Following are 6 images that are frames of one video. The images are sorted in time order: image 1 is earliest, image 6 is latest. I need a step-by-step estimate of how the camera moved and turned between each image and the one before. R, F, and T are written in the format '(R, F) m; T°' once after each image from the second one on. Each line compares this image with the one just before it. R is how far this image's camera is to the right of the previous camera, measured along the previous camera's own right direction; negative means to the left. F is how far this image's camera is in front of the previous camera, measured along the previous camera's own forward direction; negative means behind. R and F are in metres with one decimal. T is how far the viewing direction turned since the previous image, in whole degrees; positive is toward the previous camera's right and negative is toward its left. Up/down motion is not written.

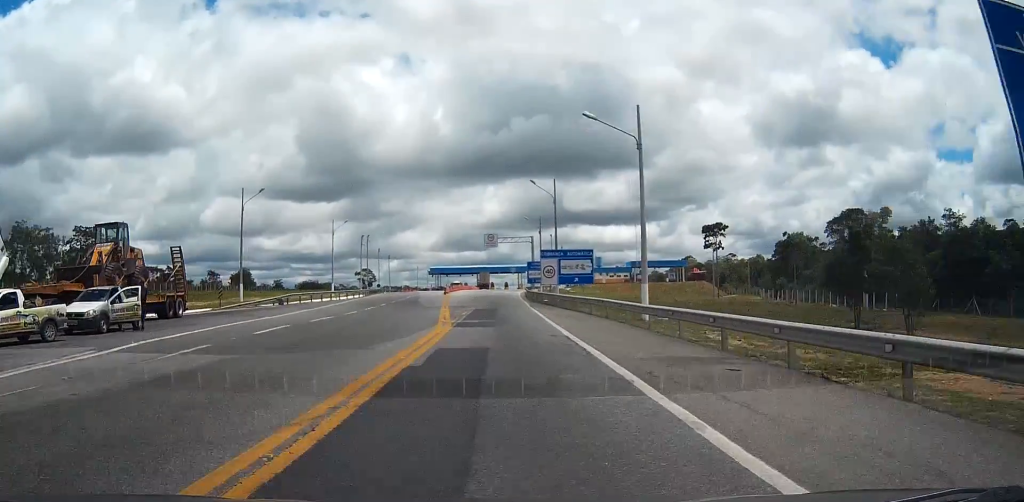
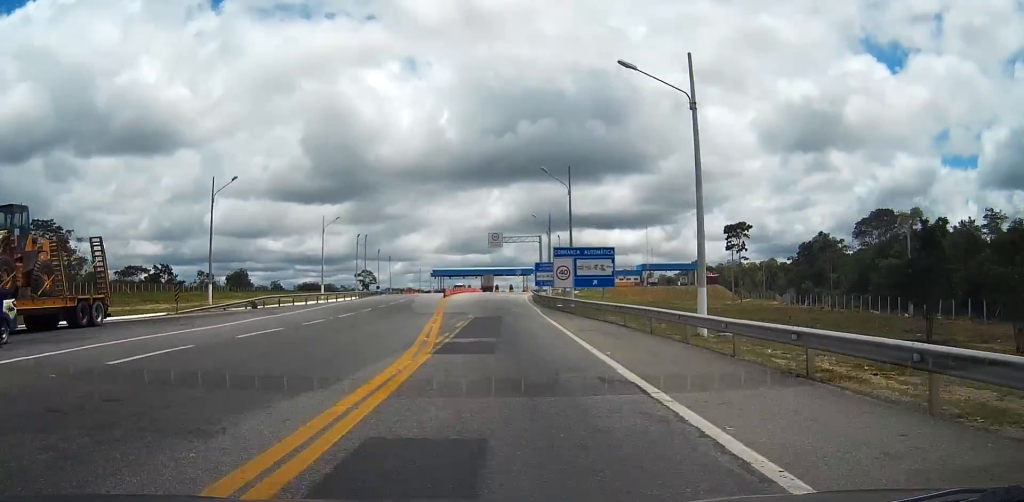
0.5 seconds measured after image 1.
(0.0, +8.9) m; 0°
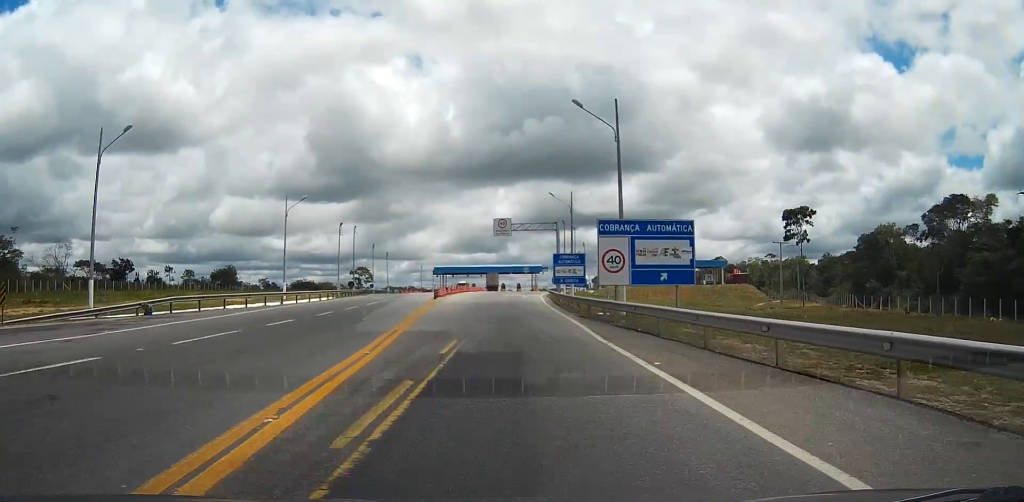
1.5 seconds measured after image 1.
(0.0, +20.1) m; 0°
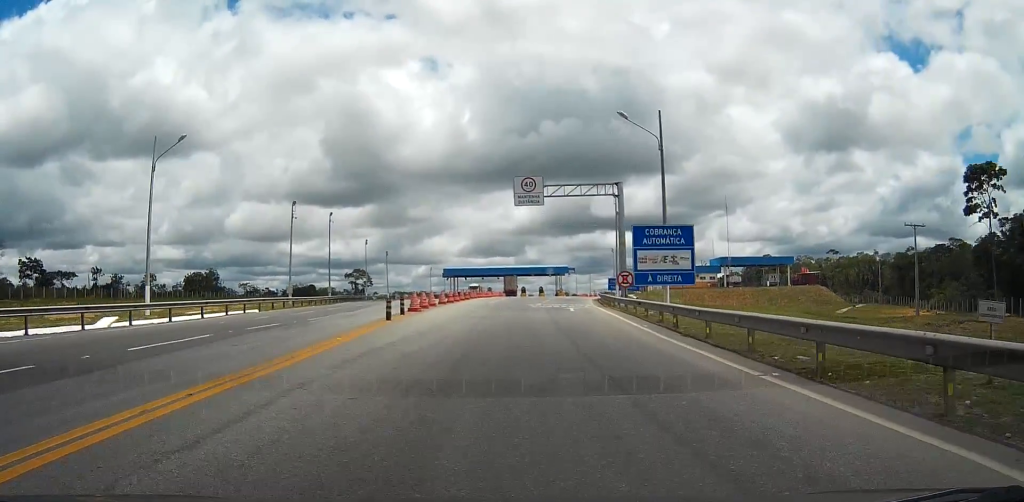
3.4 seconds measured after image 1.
(-0.2, +34.7) m; -1°
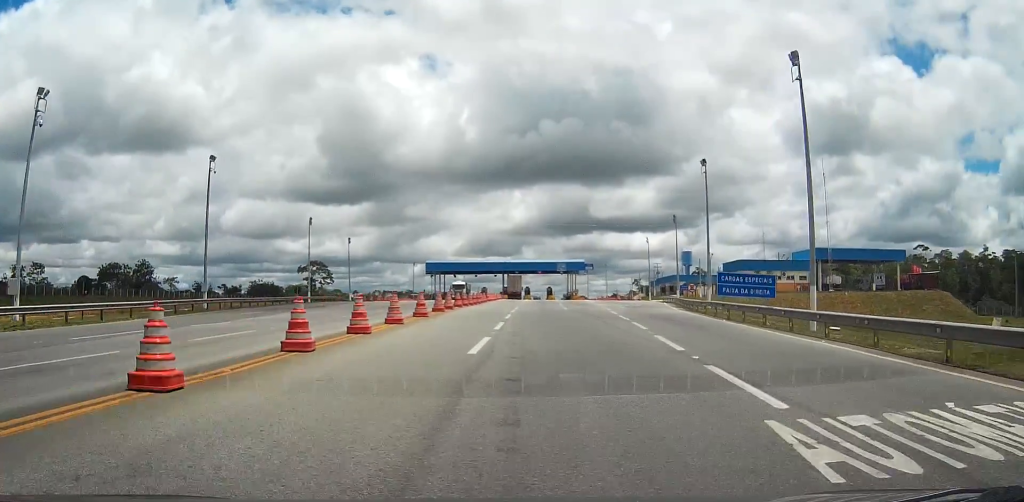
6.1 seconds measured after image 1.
(-0.1, +48.2) m; 0°
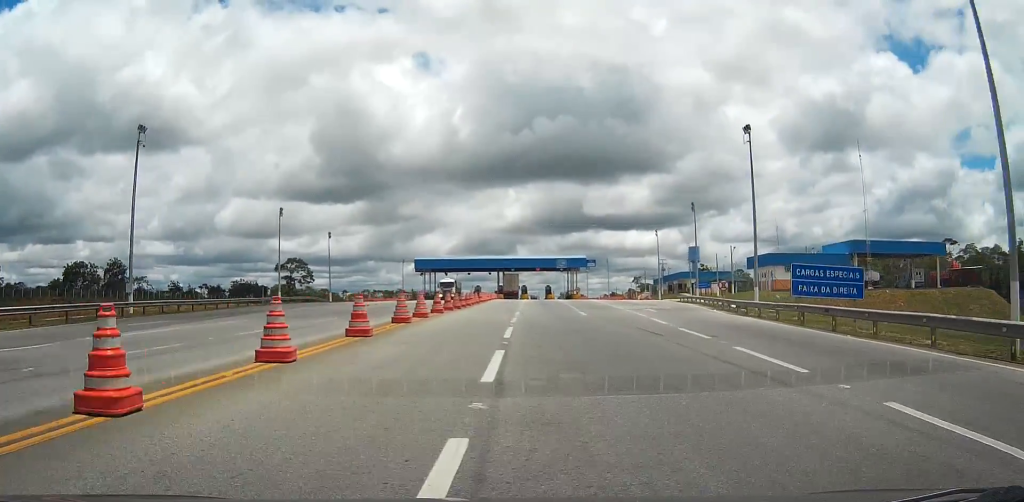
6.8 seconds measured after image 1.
(0.0, +13.4) m; 0°
